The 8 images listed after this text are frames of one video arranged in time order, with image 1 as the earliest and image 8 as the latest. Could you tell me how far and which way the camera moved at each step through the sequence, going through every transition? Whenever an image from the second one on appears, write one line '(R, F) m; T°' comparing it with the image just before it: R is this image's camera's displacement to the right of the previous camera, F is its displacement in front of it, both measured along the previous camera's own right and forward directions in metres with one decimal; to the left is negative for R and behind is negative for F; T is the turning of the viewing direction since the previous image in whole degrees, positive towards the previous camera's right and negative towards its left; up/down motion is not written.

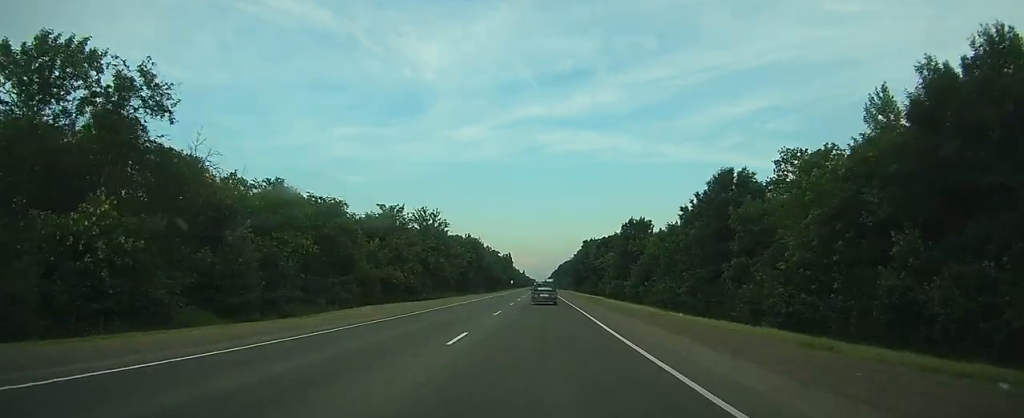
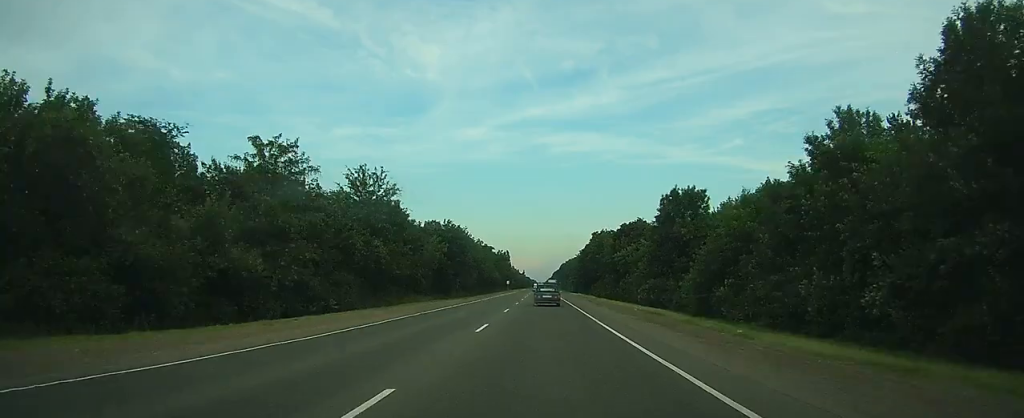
(0.0, +32.3) m; 0°
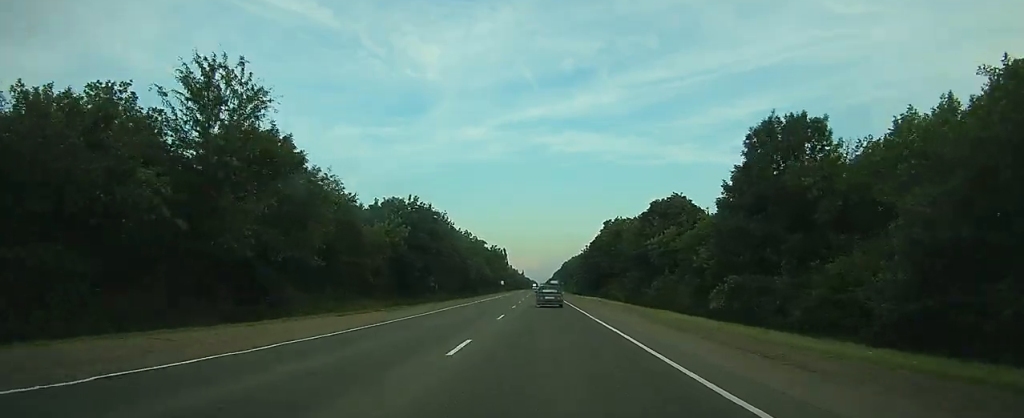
(0.0, +29.5) m; 0°
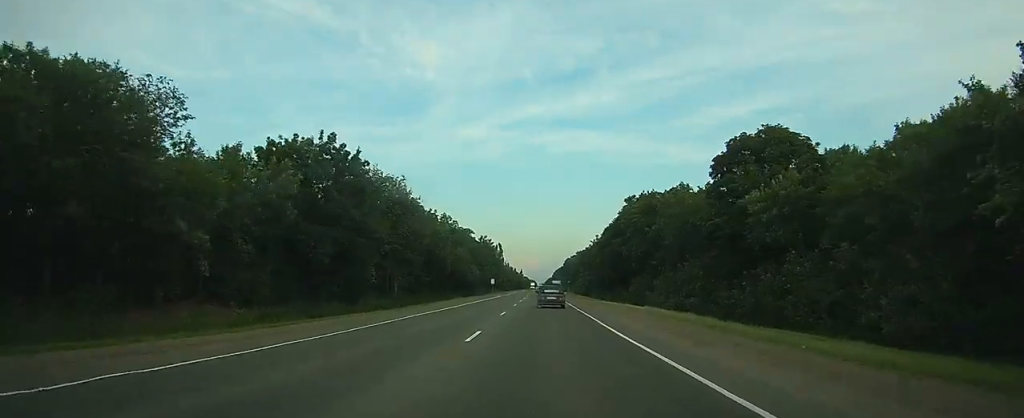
(0.0, +33.4) m; 0°
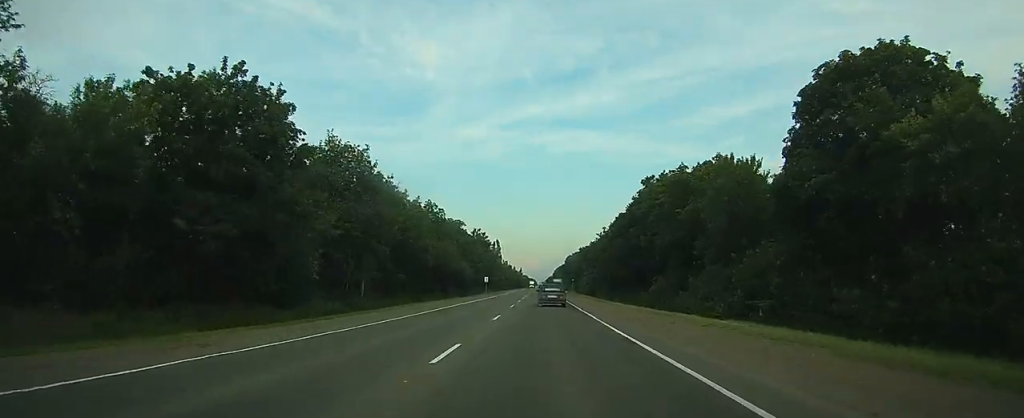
(0.0, +16.3) m; 0°
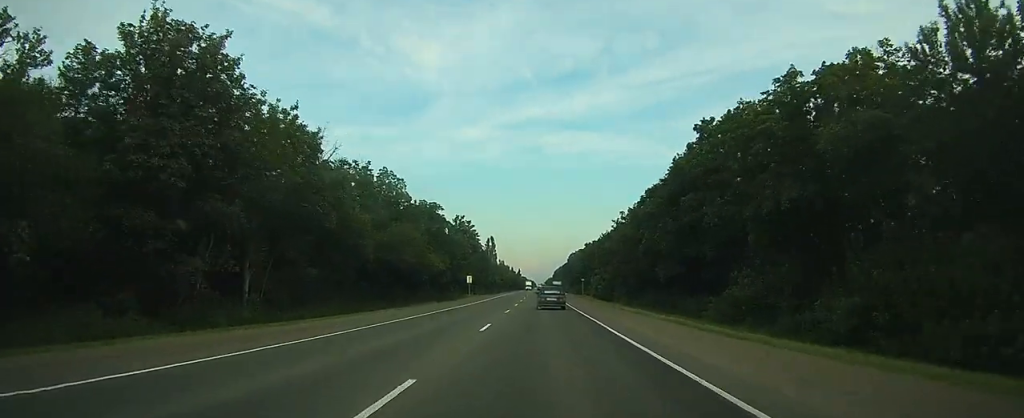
(0.0, +28.7) m; 0°
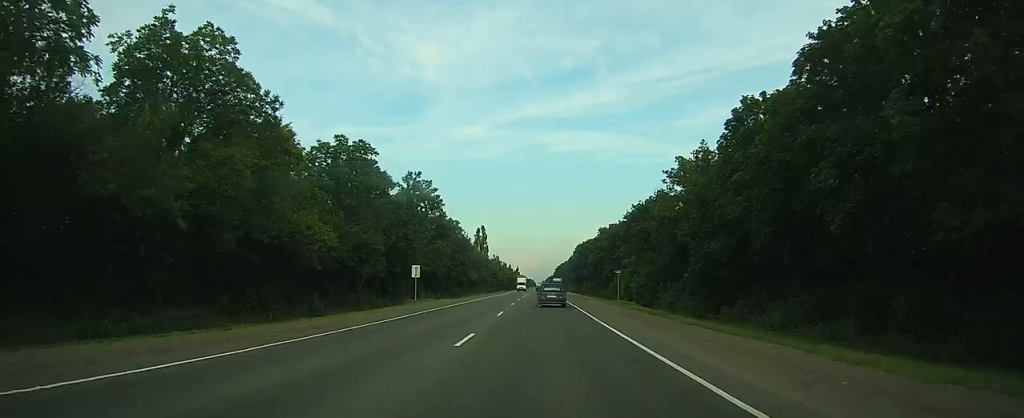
(+0.1, +41.1) m; 0°
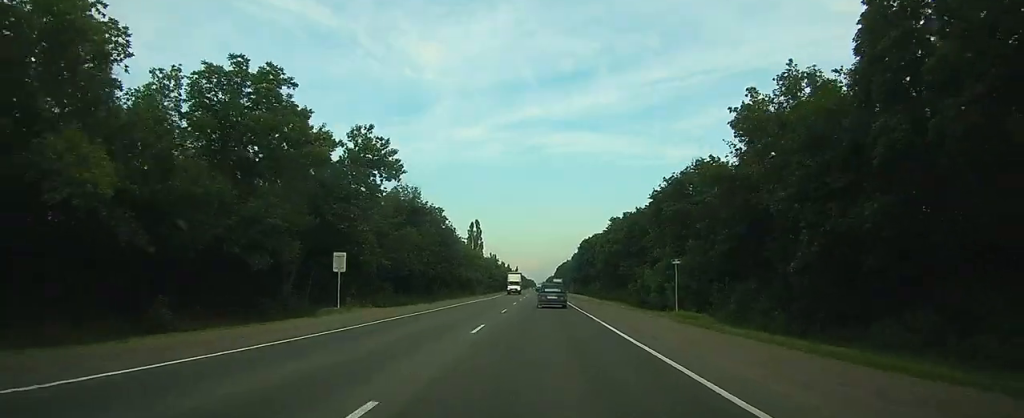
(0.0, +21.0) m; 0°
